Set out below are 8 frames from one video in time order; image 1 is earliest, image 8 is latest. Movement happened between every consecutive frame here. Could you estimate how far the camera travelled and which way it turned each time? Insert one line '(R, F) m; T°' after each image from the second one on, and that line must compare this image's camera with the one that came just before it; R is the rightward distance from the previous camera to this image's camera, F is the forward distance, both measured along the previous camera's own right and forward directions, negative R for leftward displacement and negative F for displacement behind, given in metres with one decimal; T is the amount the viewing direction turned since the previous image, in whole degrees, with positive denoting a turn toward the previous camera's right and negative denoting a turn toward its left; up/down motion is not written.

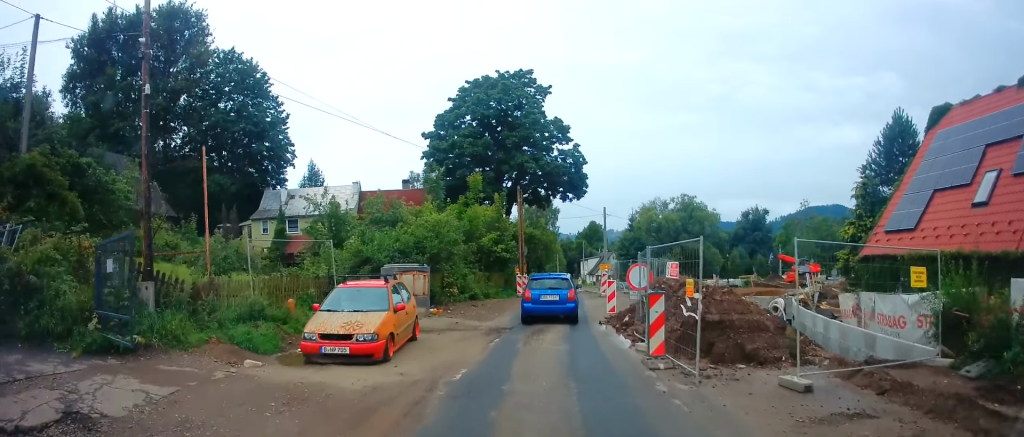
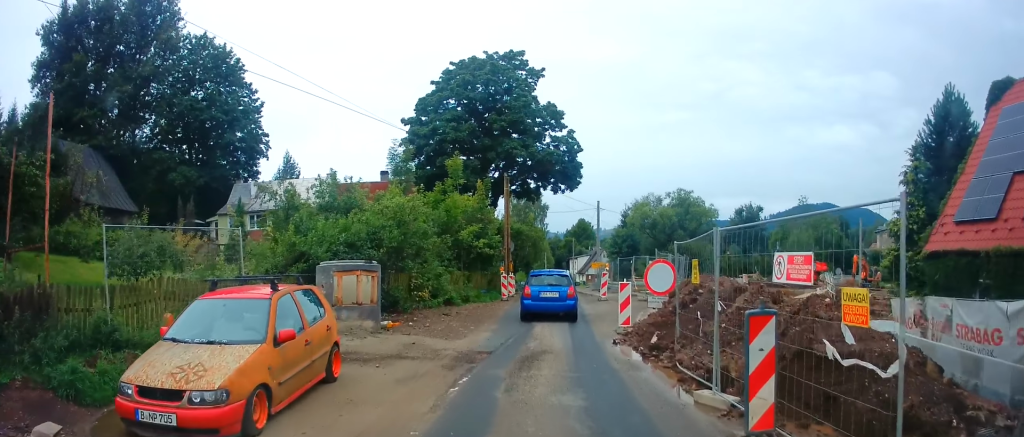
(+0.2, +4.5) m; +2°
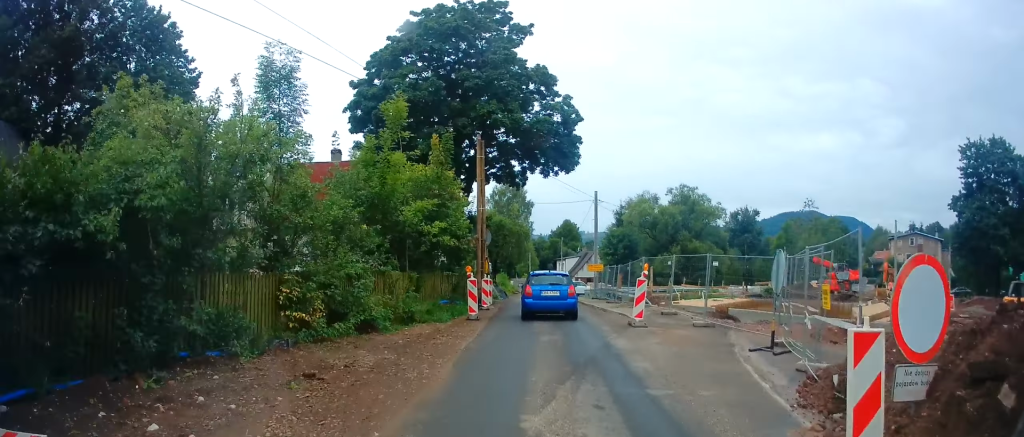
(+0.4, +10.4) m; +2°
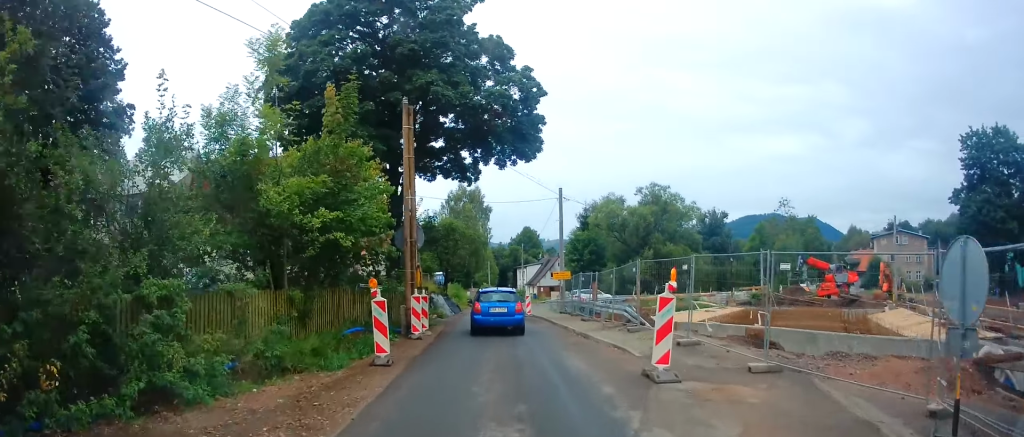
(0.0, +6.8) m; 0°
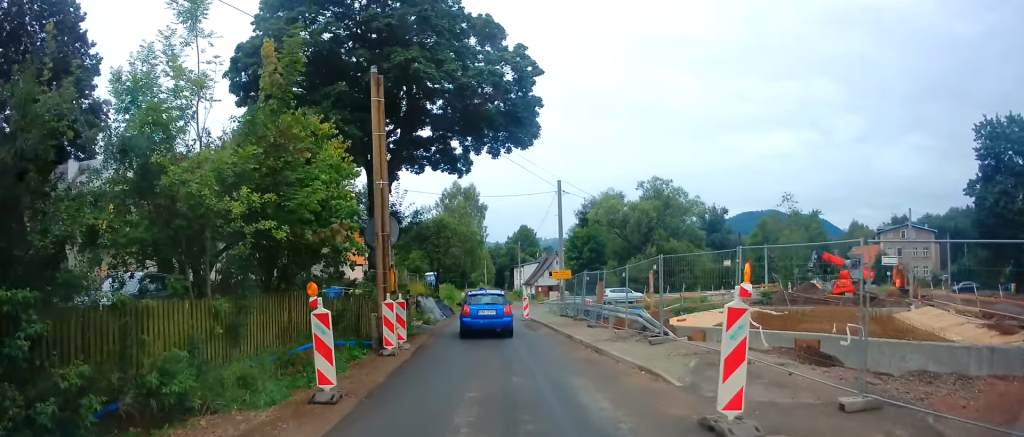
(0.0, +3.1) m; 0°
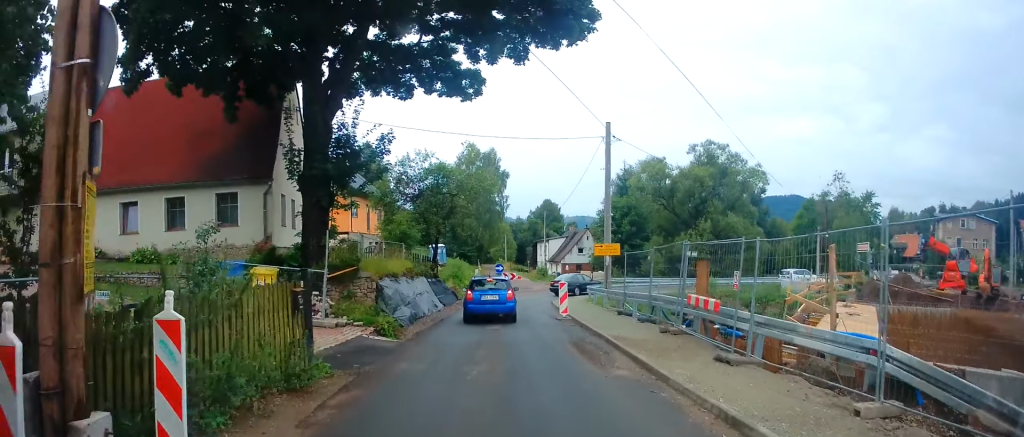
(0.0, +11.0) m; 0°
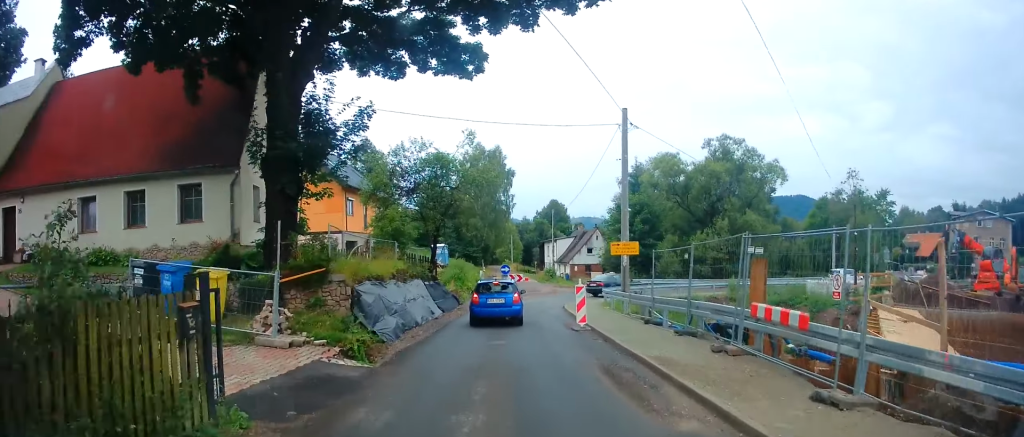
(0.0, +3.0) m; 0°
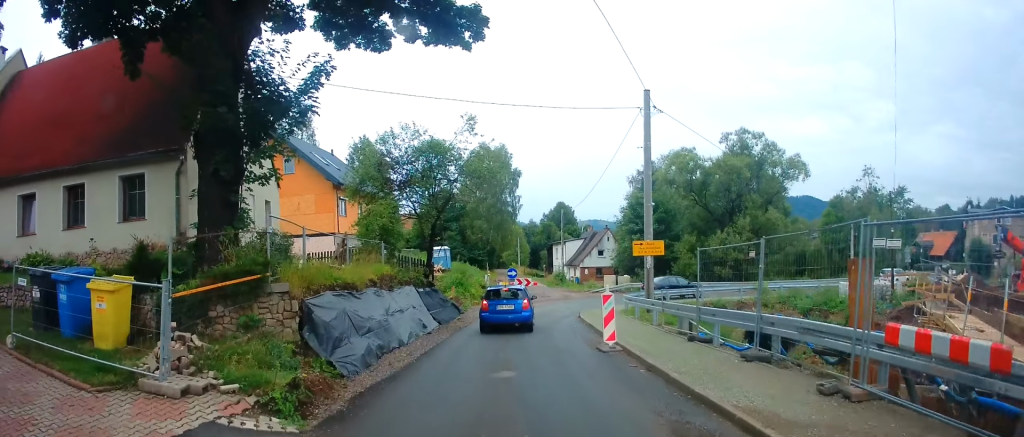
(0.0, +3.5) m; 0°
